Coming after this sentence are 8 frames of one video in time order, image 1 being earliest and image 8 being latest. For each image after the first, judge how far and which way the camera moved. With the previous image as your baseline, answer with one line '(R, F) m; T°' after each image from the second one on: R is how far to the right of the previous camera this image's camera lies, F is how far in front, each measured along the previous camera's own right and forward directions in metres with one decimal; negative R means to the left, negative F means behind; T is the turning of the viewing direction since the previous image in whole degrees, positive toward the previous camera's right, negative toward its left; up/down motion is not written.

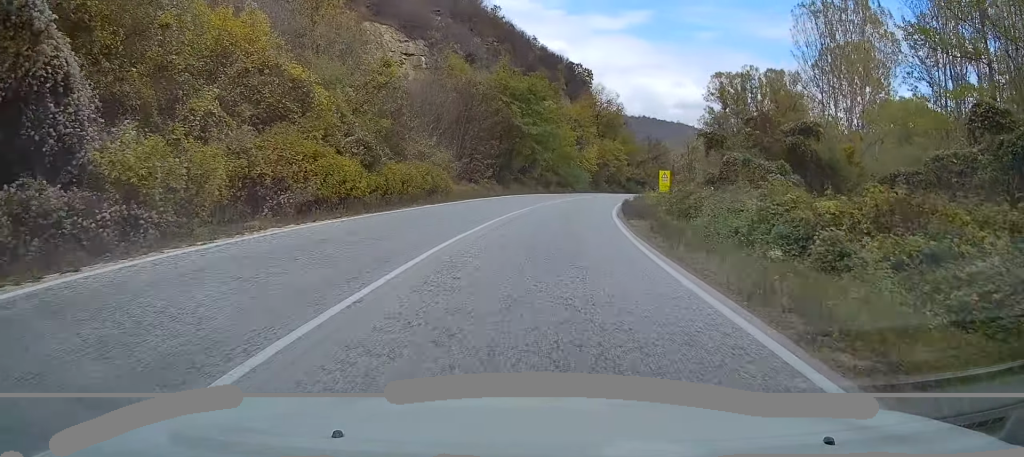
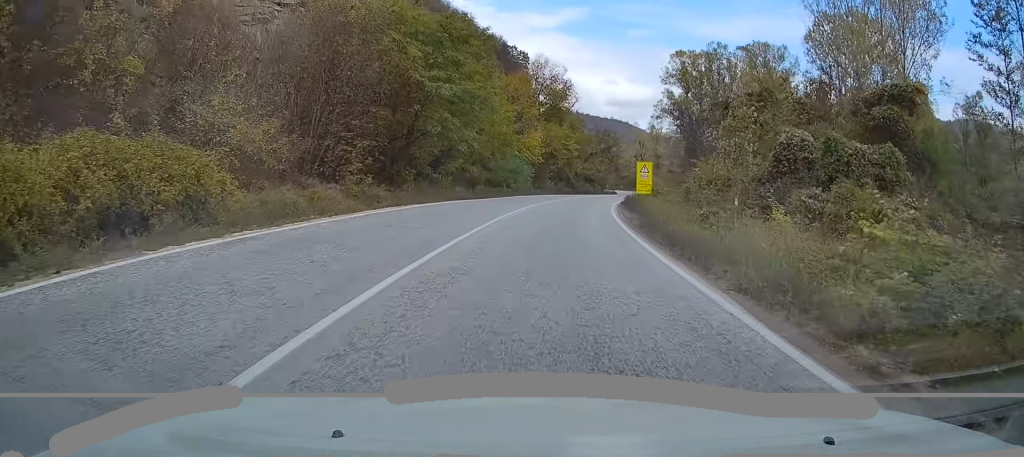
(+1.6, +24.5) m; +7°
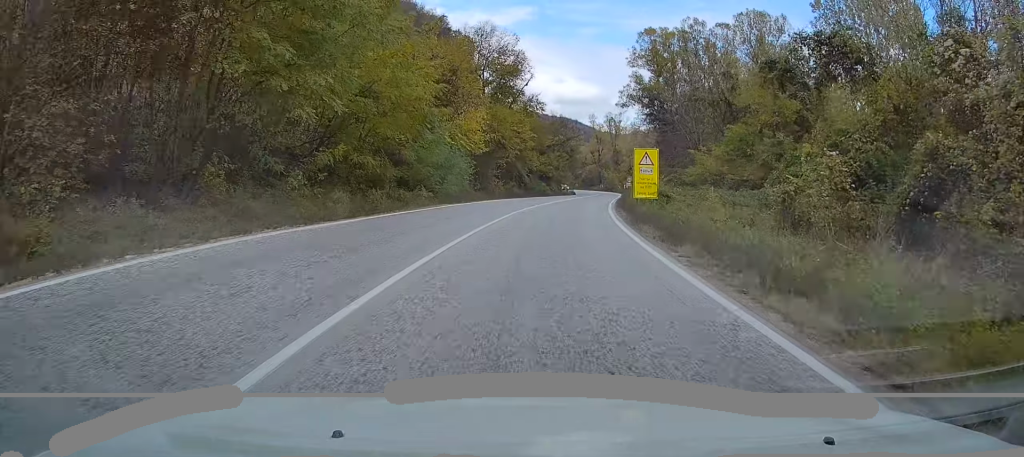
(+0.8, +19.6) m; +5°
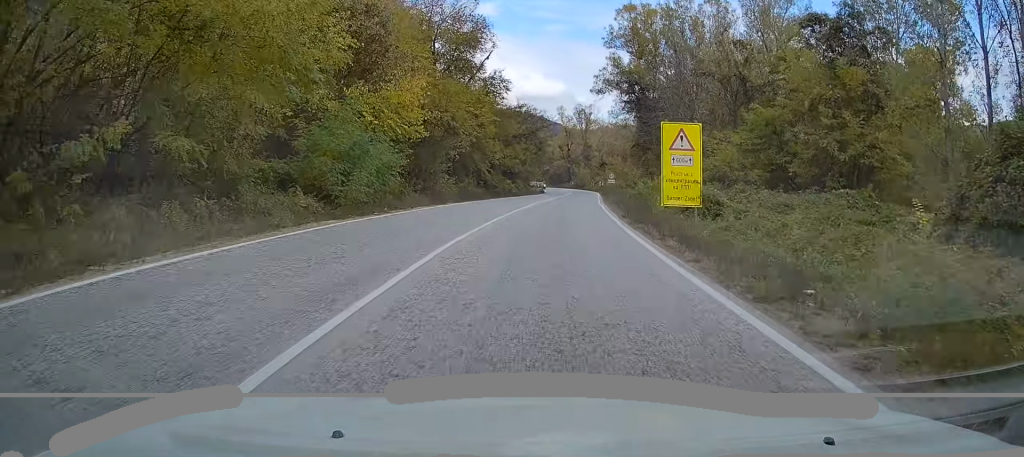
(+0.4, +13.9) m; +3°
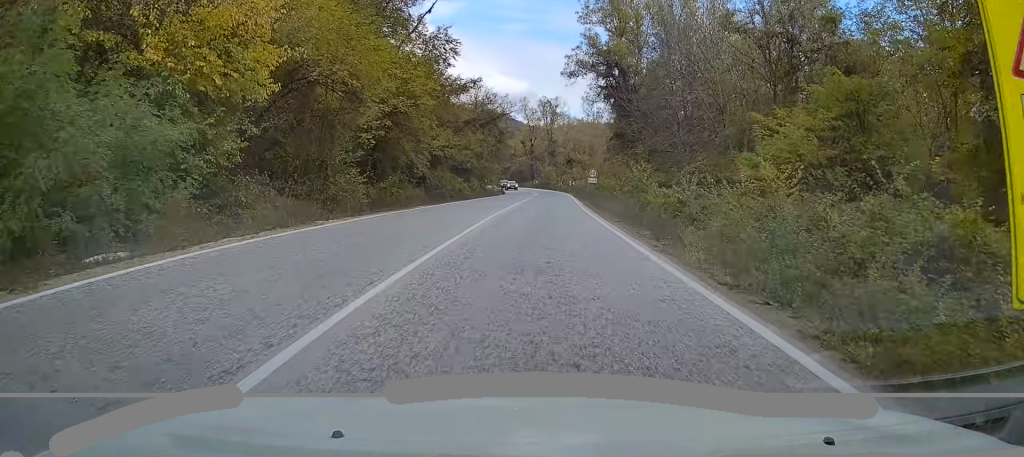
(+0.6, +16.1) m; +3°
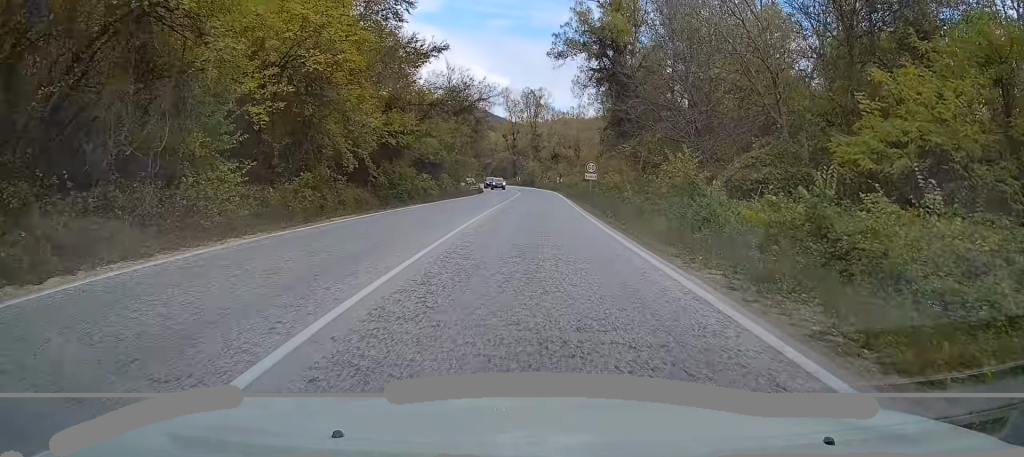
(+0.2, +11.1) m; 0°
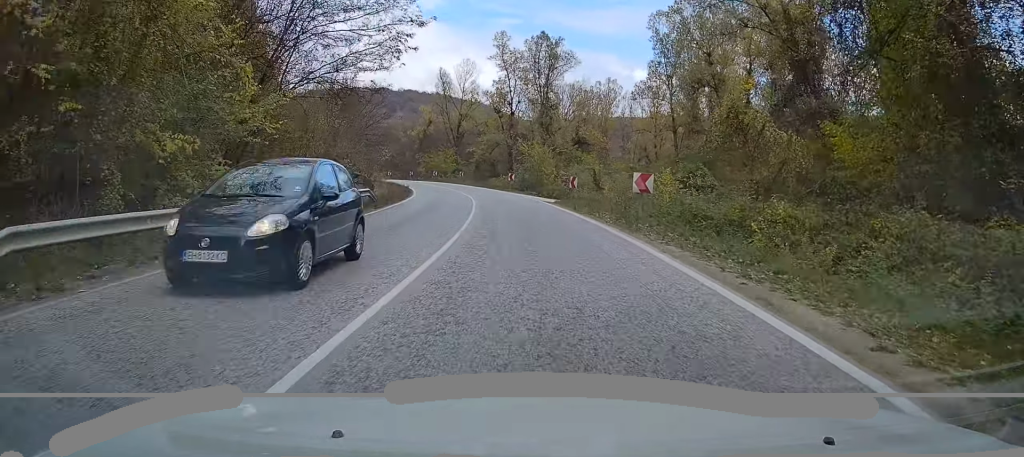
(+1.1, +57.9) m; +2°
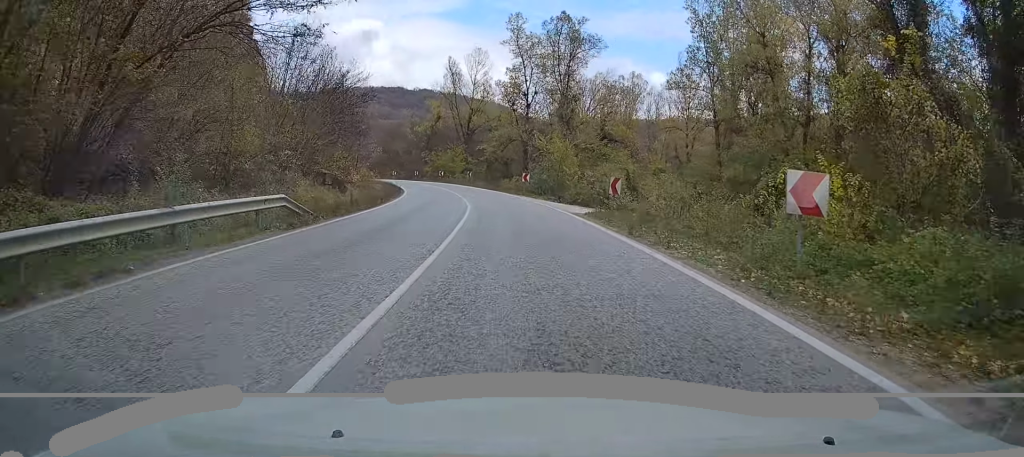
(+0.2, +10.9) m; -1°
